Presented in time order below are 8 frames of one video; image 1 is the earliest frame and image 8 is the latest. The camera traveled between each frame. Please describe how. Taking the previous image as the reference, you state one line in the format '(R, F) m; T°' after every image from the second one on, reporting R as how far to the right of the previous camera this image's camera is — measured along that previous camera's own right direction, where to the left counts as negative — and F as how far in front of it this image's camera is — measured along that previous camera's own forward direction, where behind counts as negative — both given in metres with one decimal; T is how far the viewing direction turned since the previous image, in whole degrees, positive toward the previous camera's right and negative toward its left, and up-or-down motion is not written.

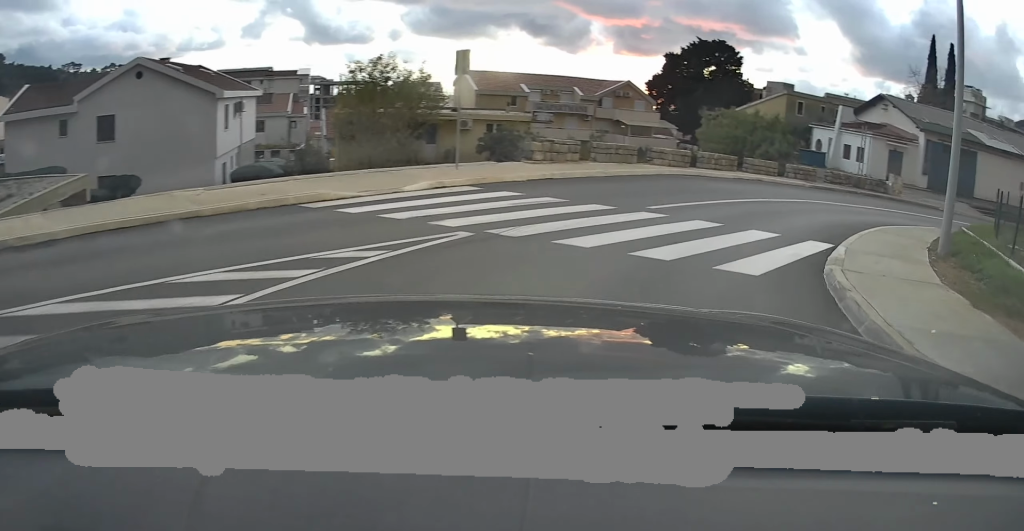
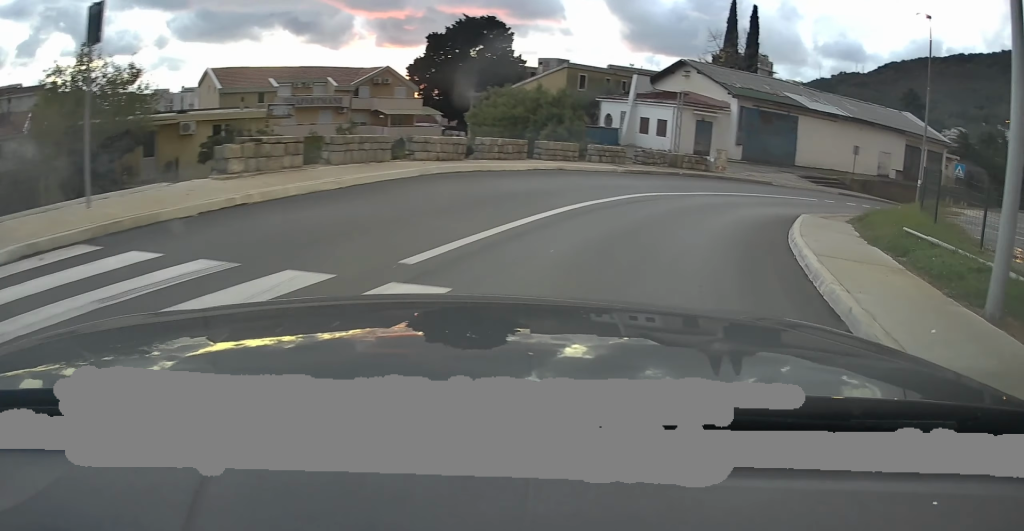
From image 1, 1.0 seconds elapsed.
(+1.0, +6.7) m; +17°
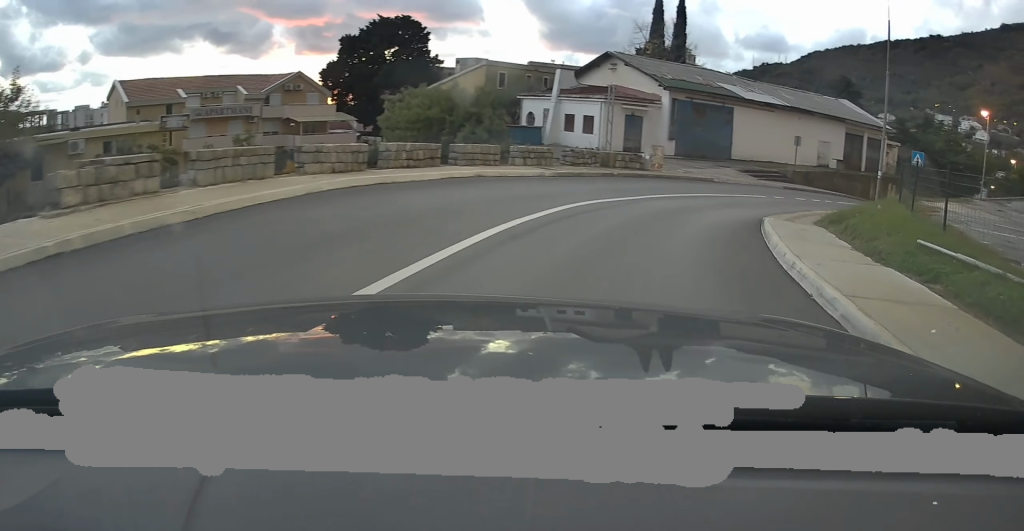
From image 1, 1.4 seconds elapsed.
(-0.1, +2.9) m; +7°
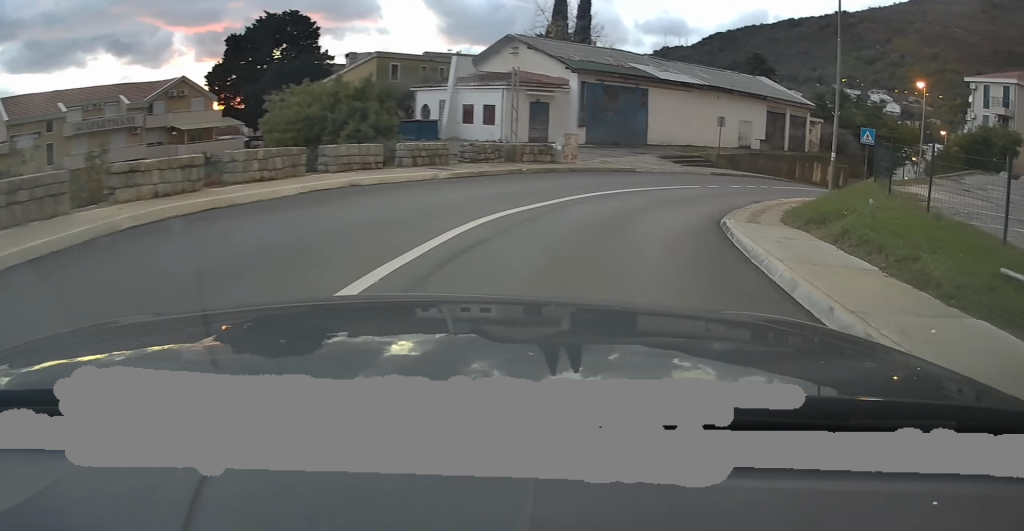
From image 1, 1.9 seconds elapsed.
(+0.4, +4.0) m; +9°
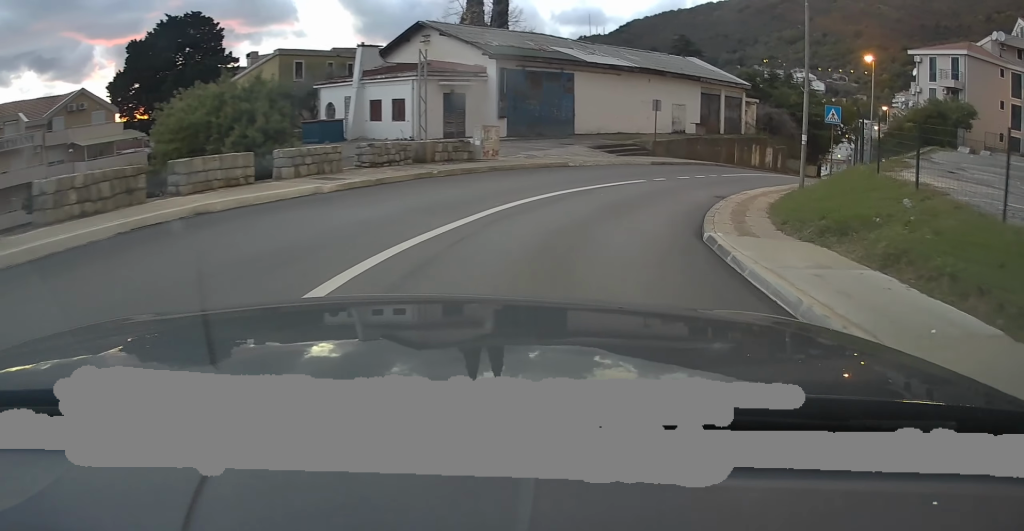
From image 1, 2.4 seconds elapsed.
(+0.4, +3.9) m; +9°
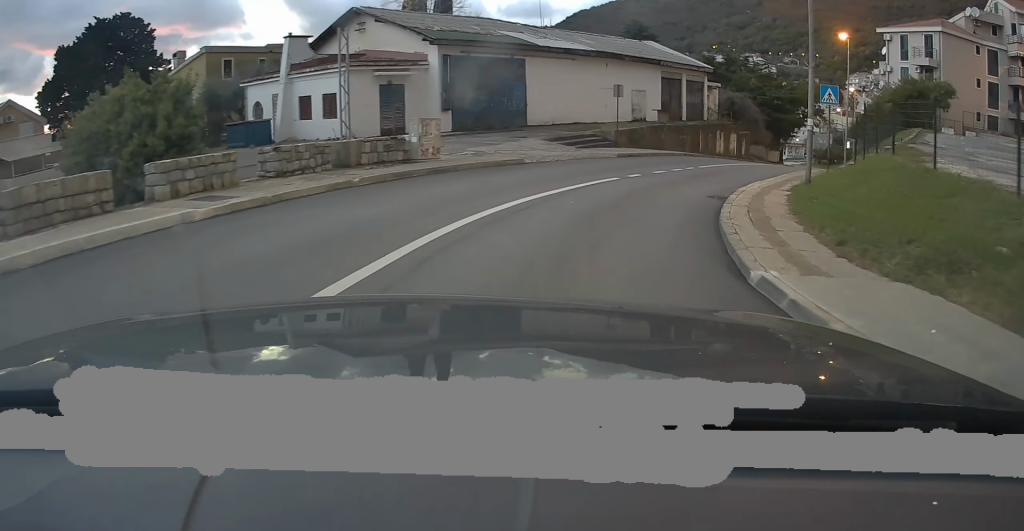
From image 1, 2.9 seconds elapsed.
(+0.3, +3.6) m; +7°
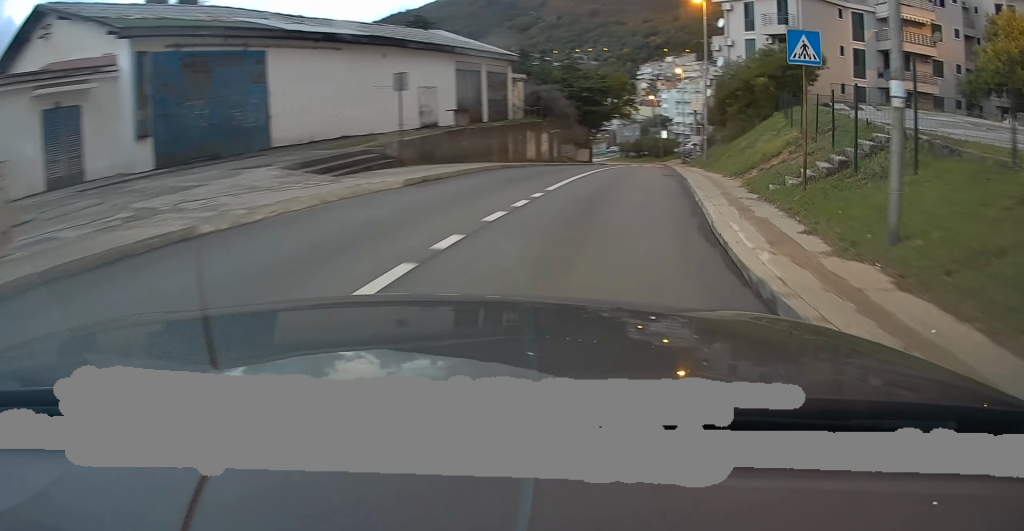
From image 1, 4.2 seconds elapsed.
(+1.6, +10.4) m; +18°
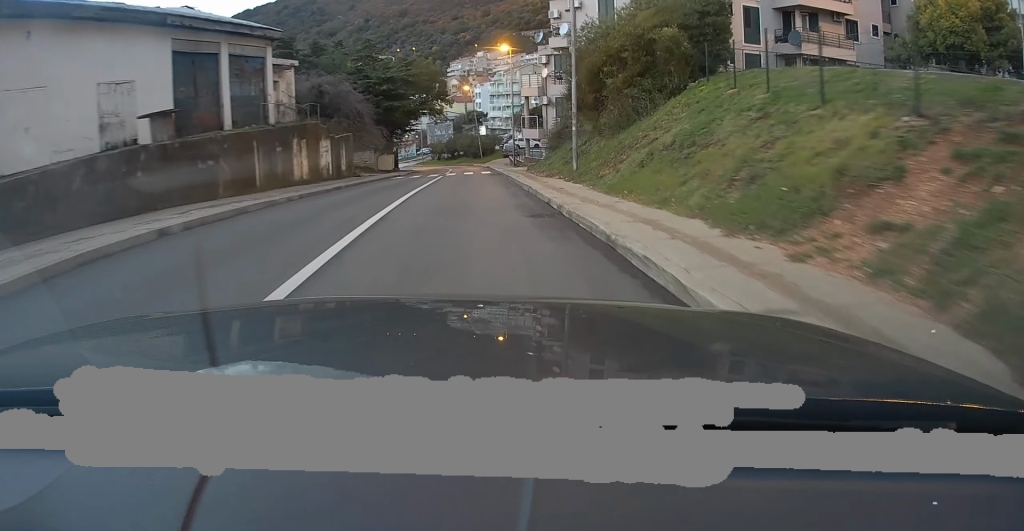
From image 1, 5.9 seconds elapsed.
(+2.2, +13.1) m; +16°
